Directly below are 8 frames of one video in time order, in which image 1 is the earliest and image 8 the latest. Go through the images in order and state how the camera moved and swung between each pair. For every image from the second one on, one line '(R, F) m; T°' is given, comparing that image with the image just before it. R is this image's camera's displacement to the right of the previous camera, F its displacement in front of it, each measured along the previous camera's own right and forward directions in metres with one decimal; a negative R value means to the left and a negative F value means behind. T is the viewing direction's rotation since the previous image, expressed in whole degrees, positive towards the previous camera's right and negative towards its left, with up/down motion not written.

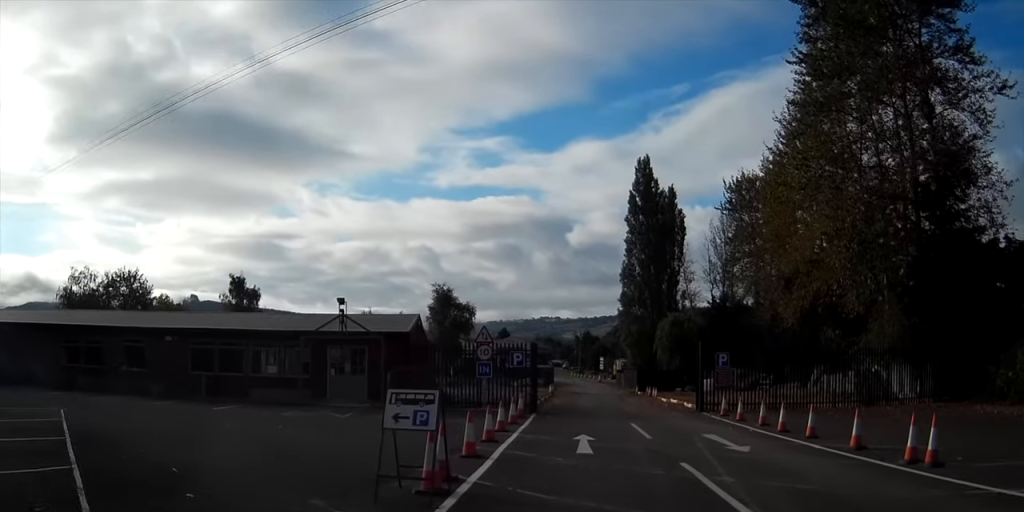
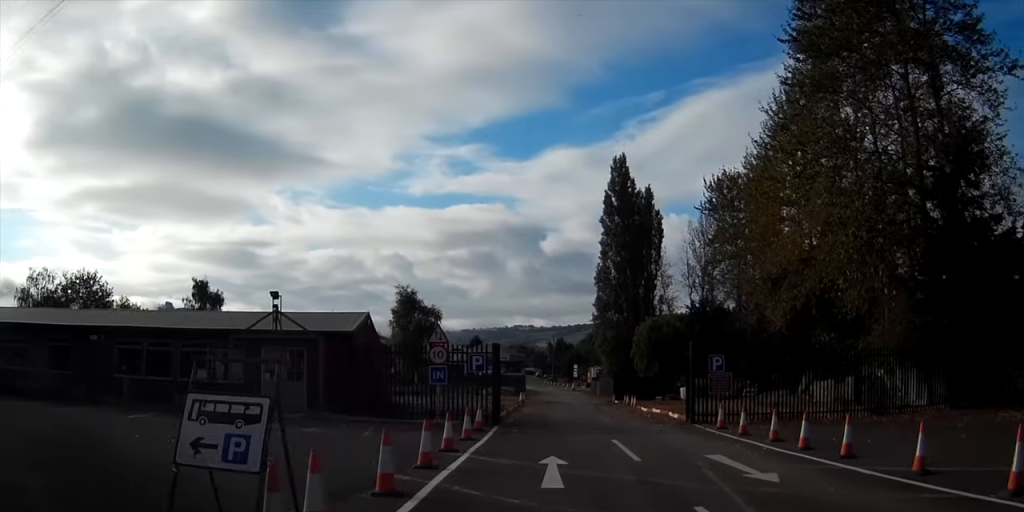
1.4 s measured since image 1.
(-0.1, +4.3) m; -3°
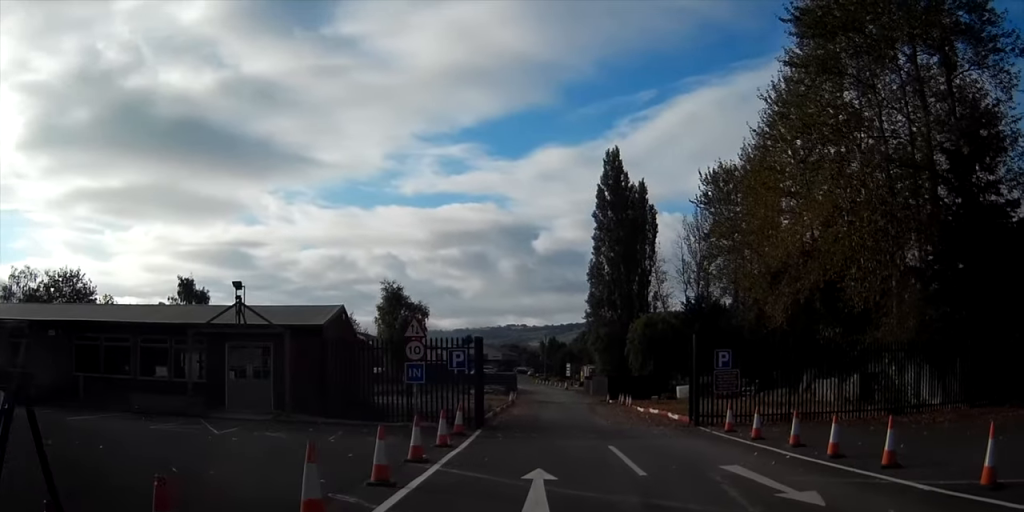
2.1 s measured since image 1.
(0.0, +2.4) m; -1°
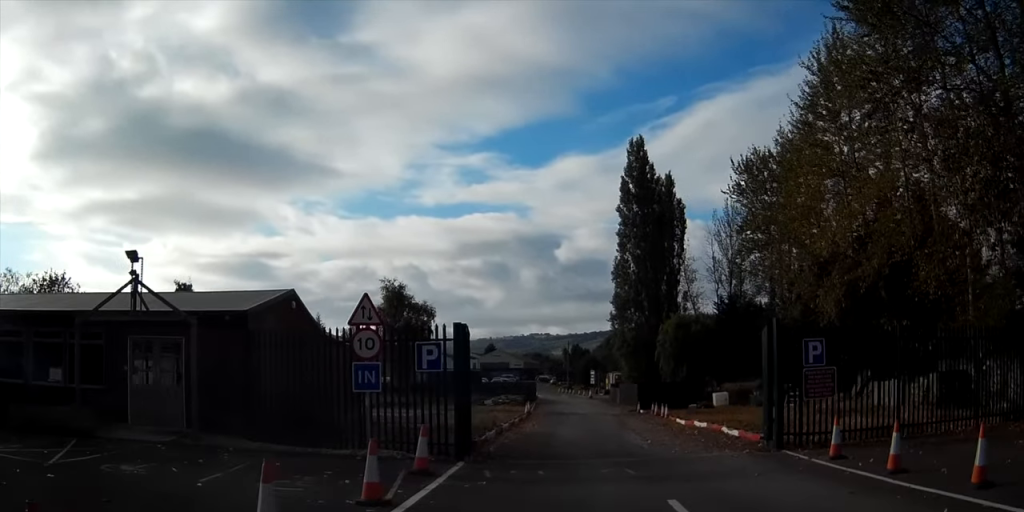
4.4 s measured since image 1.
(-0.2, +6.8) m; -4°
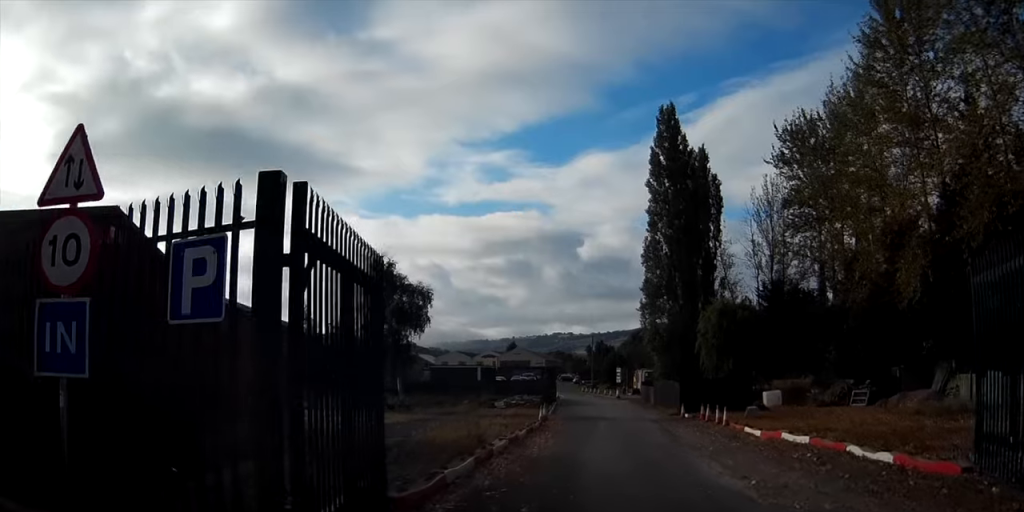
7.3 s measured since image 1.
(-0.4, +8.8) m; -4°
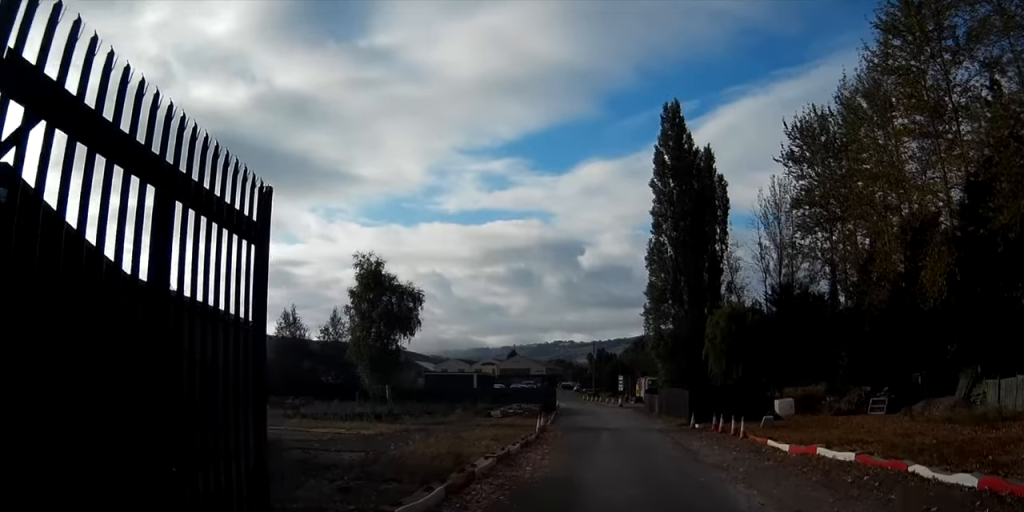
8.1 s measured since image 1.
(0.0, +2.7) m; 0°
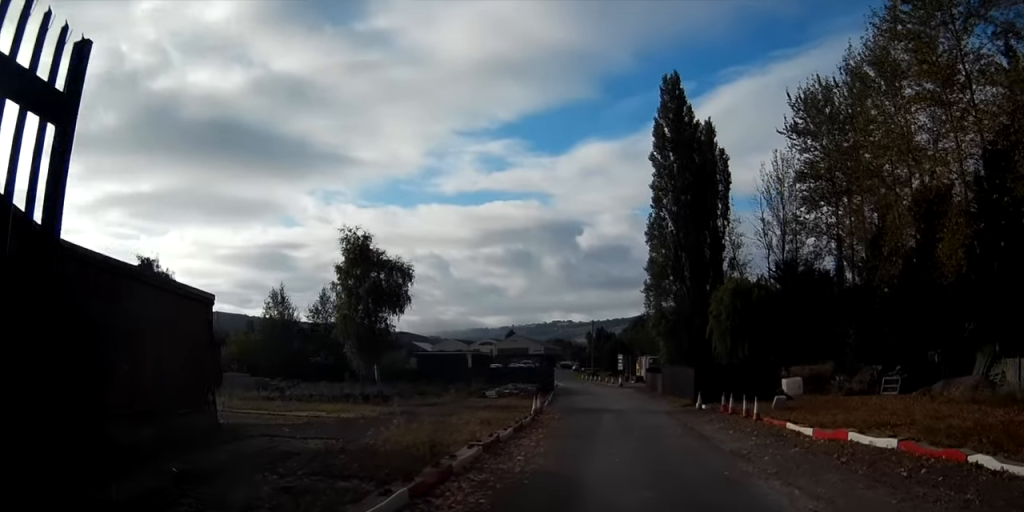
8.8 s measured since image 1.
(0.0, +1.9) m; +1°
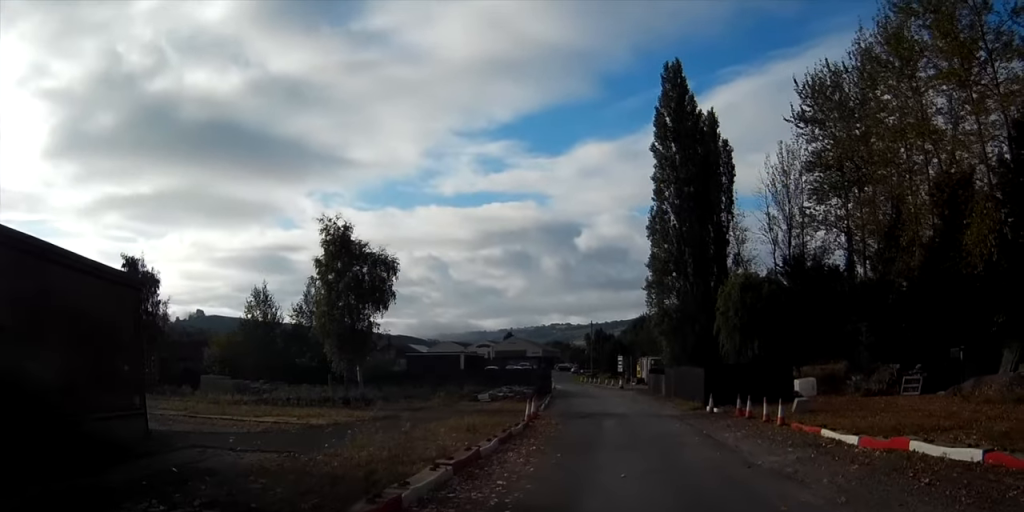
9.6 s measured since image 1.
(0.0, +2.4) m; +2°
